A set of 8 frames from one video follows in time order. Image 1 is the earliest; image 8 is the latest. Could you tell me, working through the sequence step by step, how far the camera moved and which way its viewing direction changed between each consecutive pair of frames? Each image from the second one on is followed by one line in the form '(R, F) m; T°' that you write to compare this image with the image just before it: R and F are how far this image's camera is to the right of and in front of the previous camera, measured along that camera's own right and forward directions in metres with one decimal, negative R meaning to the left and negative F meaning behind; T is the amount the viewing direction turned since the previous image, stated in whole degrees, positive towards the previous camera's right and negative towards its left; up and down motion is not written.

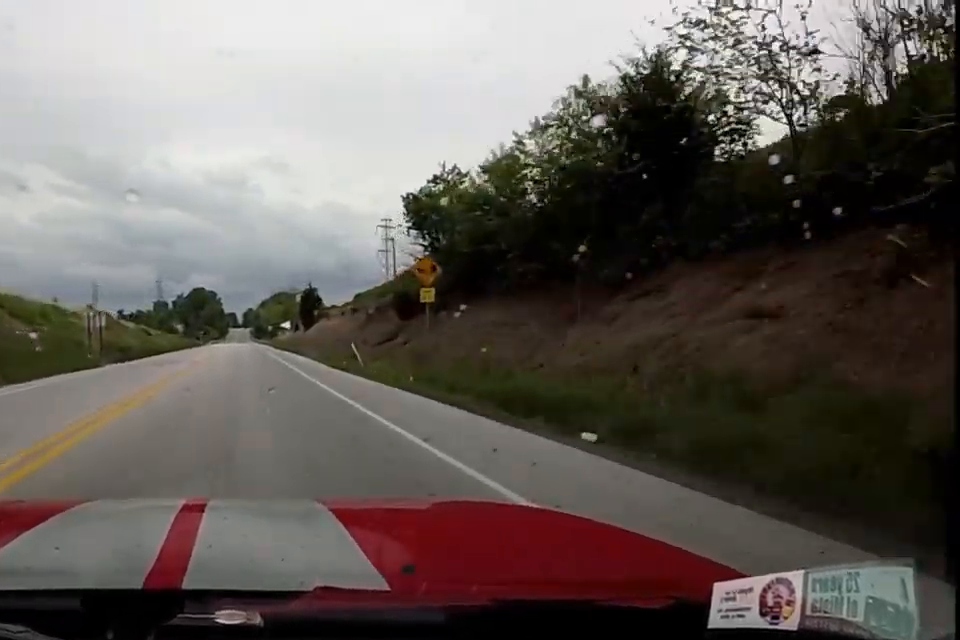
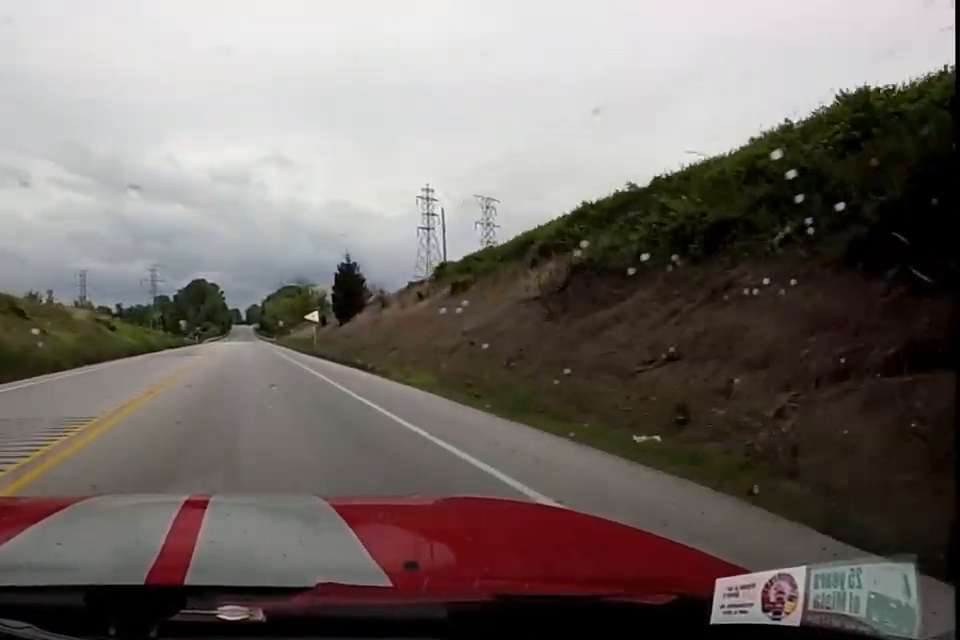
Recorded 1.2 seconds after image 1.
(+1.0, +20.9) m; -1°
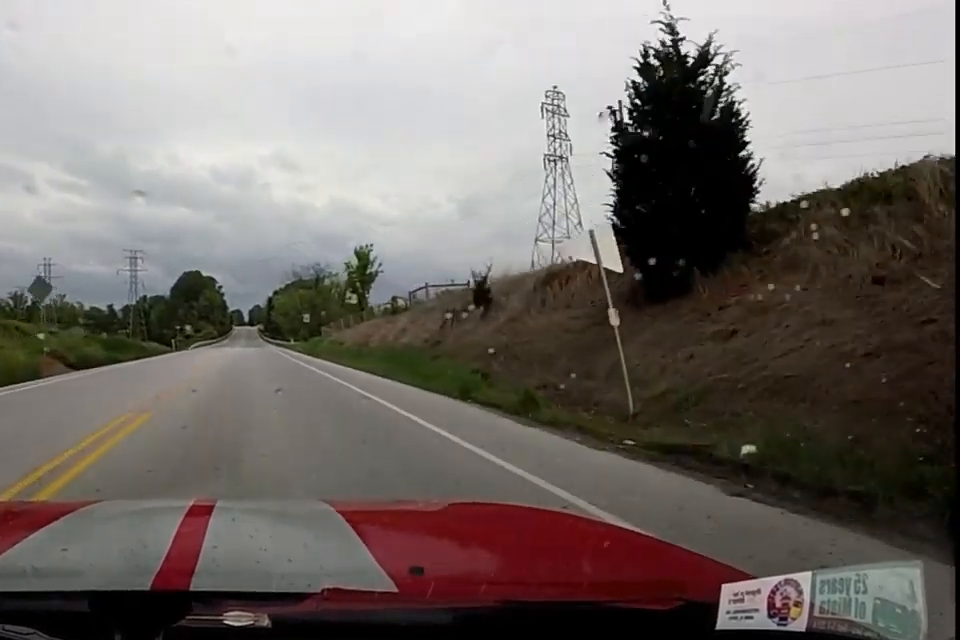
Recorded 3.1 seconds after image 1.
(0.0, +36.0) m; +2°
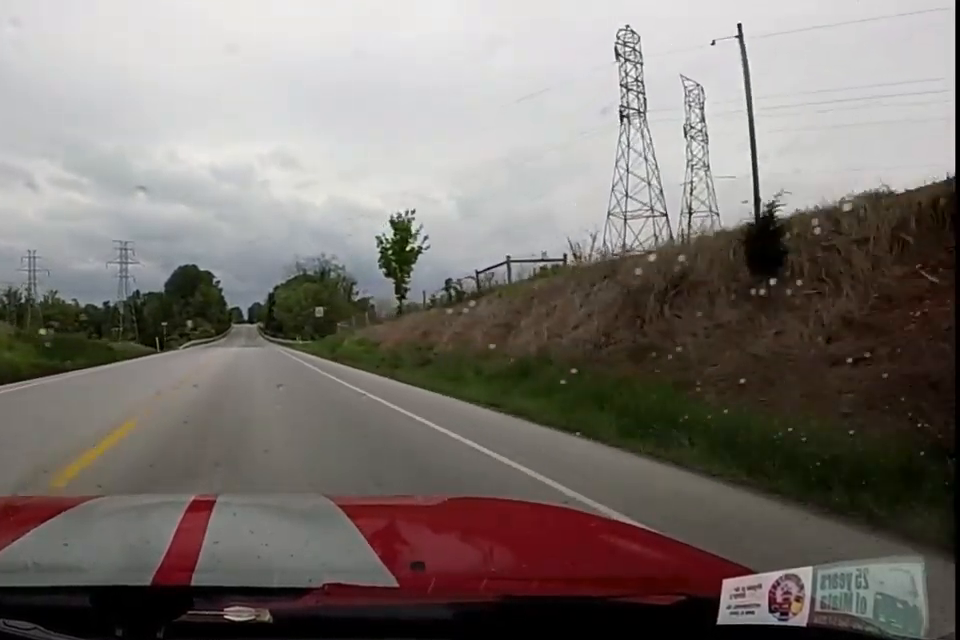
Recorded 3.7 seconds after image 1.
(-0.3, +10.9) m; -1°
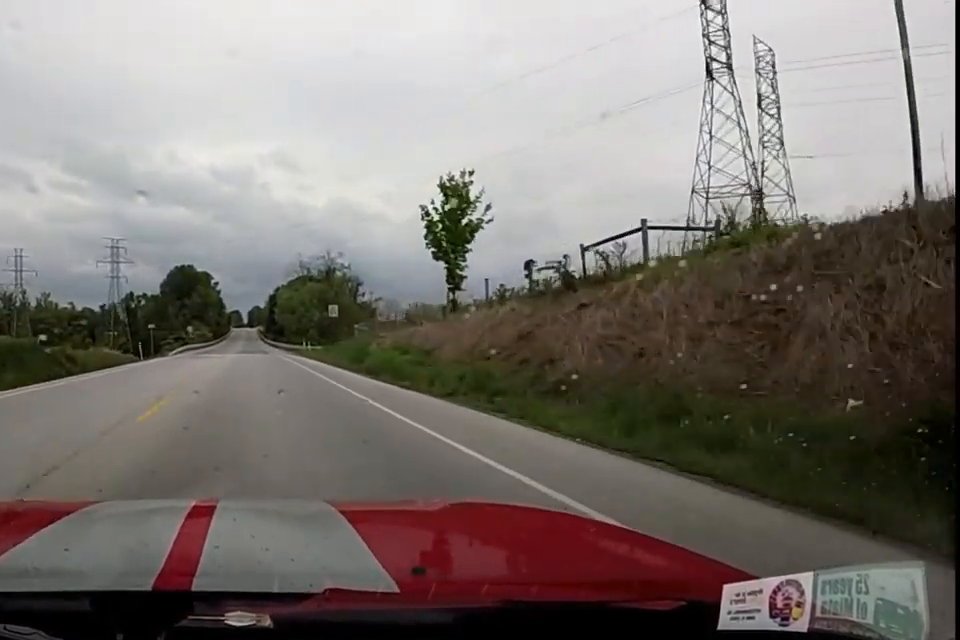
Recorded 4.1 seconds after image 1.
(-0.3, +8.4) m; -1°
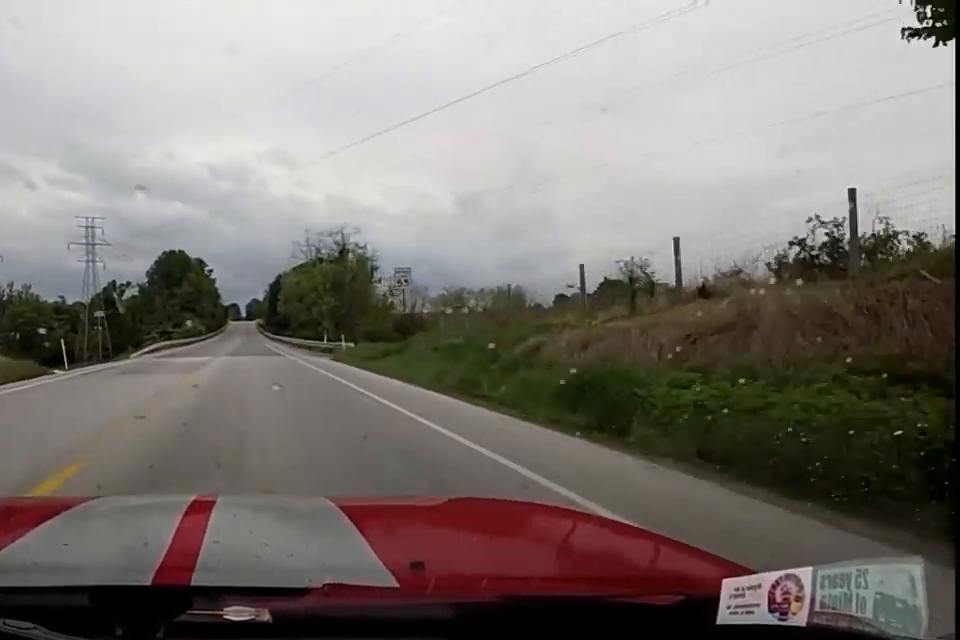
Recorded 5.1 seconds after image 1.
(+0.1, +18.6) m; 0°
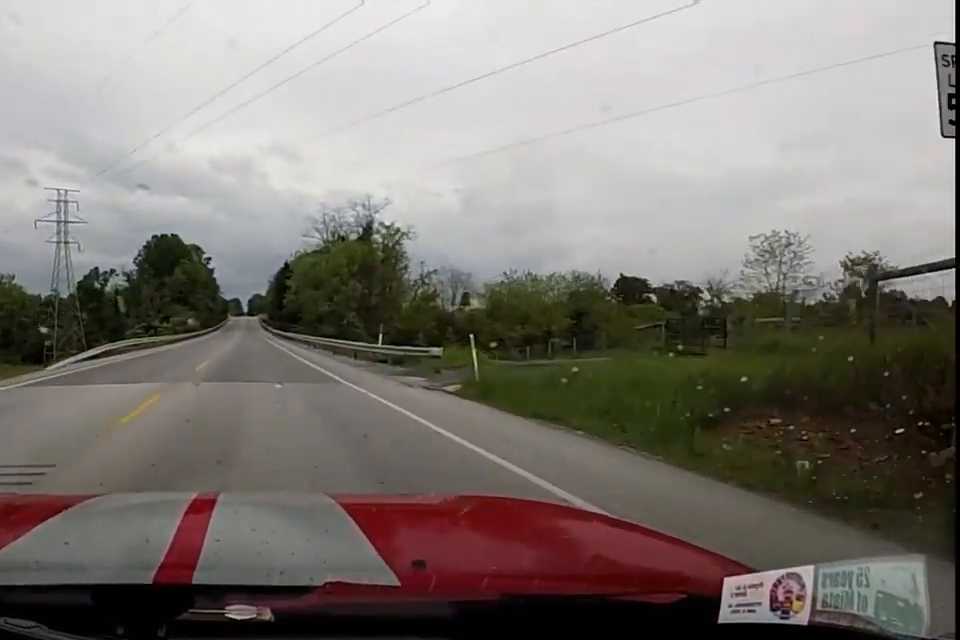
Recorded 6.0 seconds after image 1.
(0.0, +17.9) m; -2°
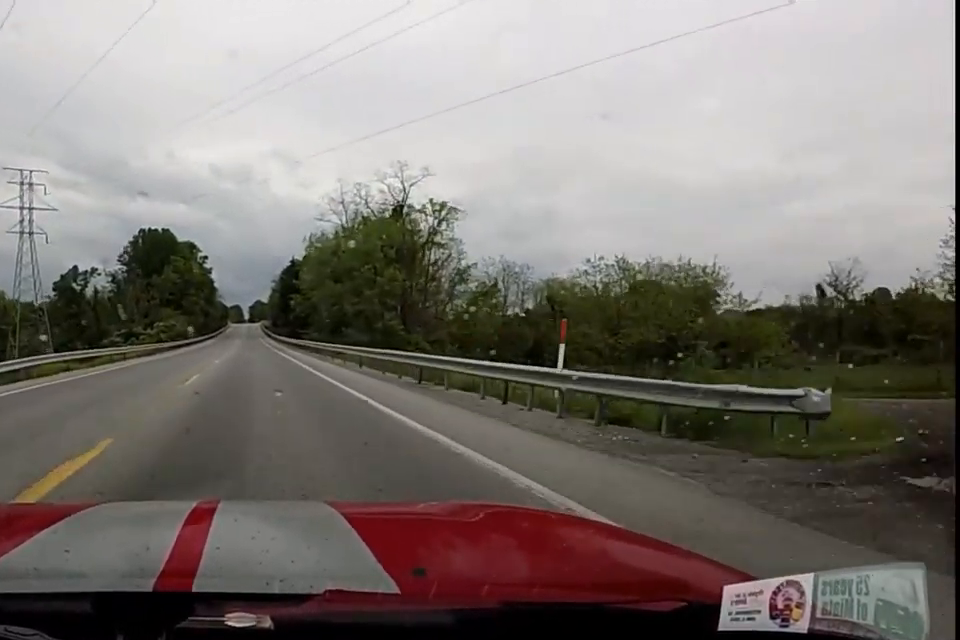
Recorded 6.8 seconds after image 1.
(-0.5, +15.5) m; -1°
